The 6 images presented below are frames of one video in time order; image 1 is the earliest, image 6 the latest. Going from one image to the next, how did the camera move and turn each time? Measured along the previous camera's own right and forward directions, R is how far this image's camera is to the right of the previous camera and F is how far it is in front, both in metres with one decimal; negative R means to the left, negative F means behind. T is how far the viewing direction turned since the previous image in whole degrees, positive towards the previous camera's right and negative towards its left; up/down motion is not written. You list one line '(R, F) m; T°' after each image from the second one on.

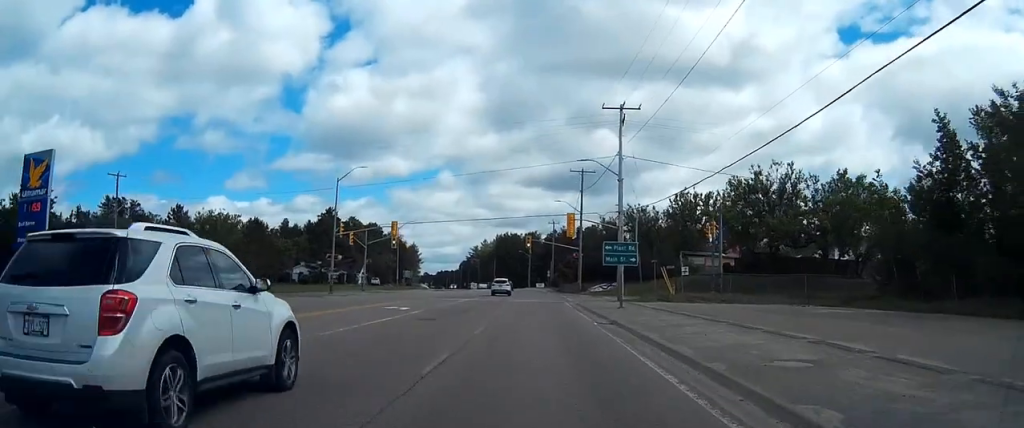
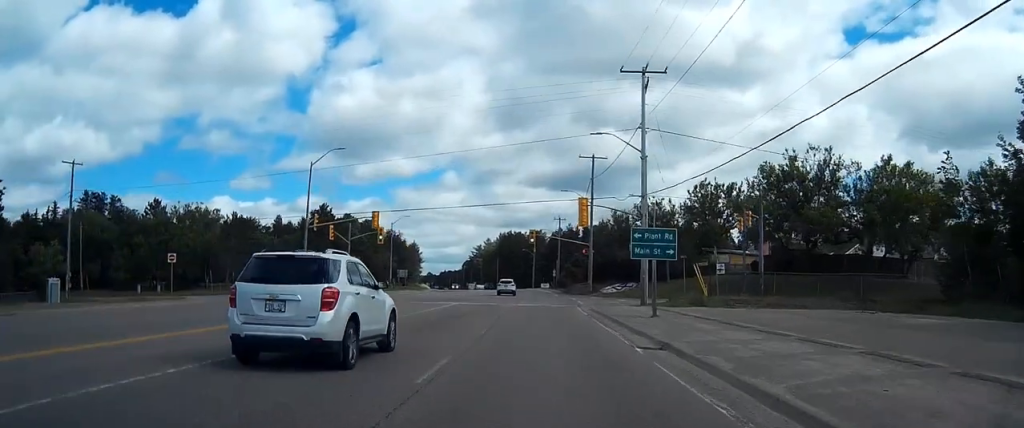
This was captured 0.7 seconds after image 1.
(-0.2, +10.1) m; 0°
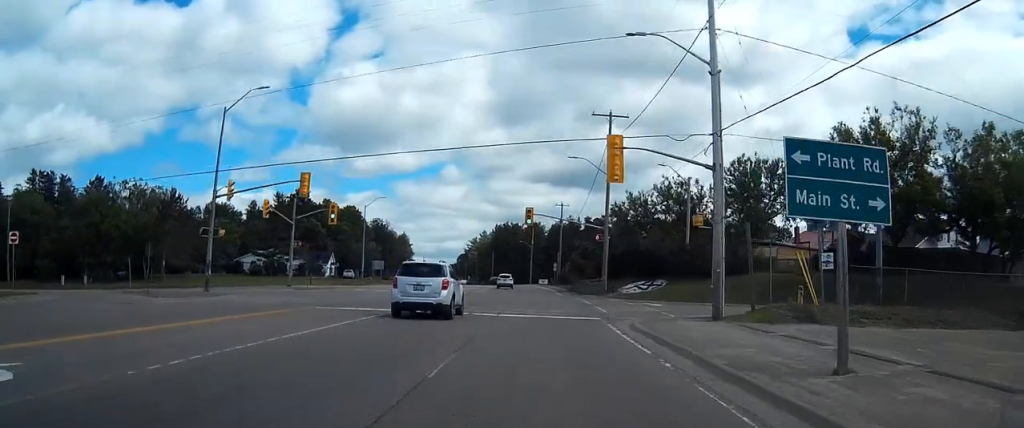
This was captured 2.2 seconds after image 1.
(+0.1, +18.4) m; 0°
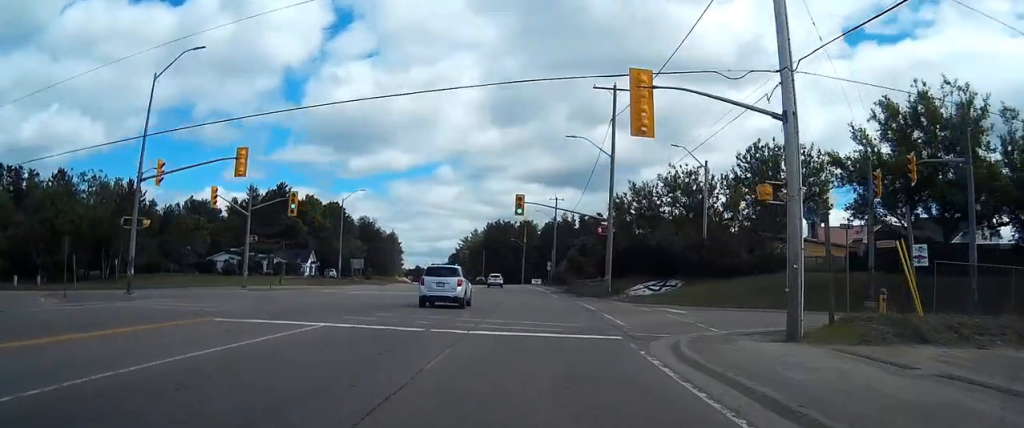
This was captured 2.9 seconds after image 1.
(0.0, +9.0) m; 0°
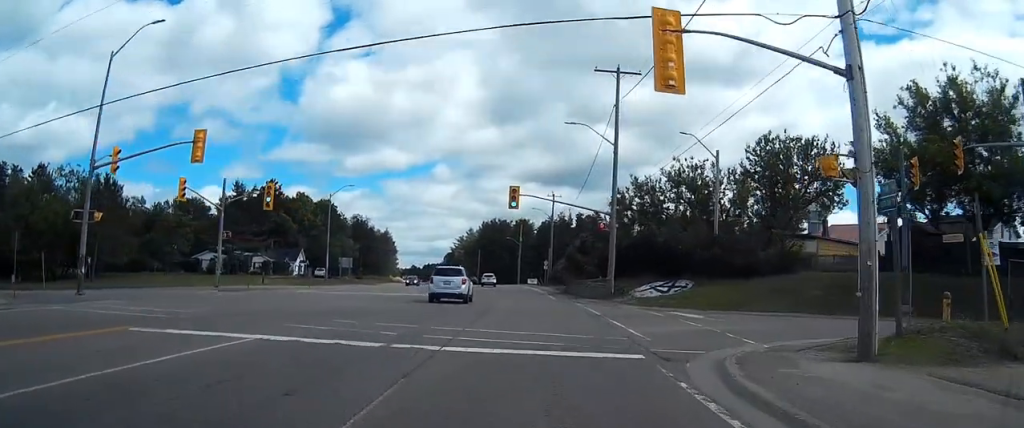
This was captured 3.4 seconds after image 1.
(0.0, +4.7) m; +1°
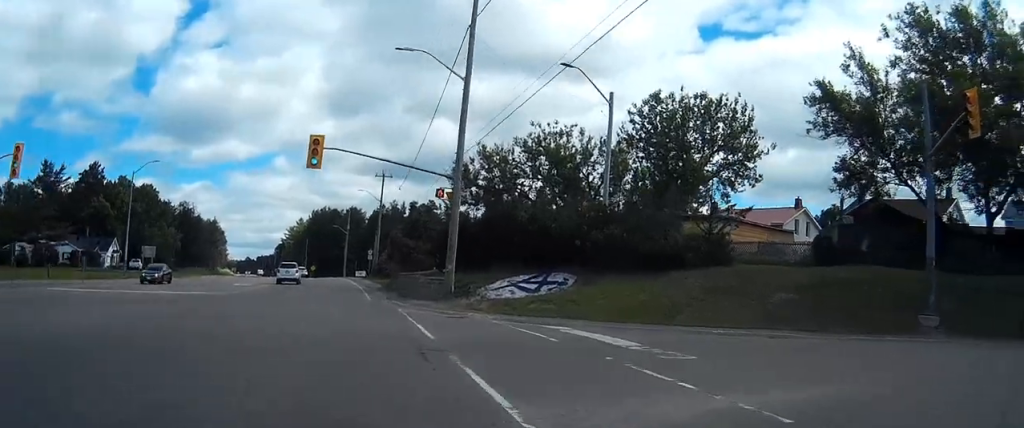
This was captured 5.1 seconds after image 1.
(+0.5, +15.9) m; +9°
